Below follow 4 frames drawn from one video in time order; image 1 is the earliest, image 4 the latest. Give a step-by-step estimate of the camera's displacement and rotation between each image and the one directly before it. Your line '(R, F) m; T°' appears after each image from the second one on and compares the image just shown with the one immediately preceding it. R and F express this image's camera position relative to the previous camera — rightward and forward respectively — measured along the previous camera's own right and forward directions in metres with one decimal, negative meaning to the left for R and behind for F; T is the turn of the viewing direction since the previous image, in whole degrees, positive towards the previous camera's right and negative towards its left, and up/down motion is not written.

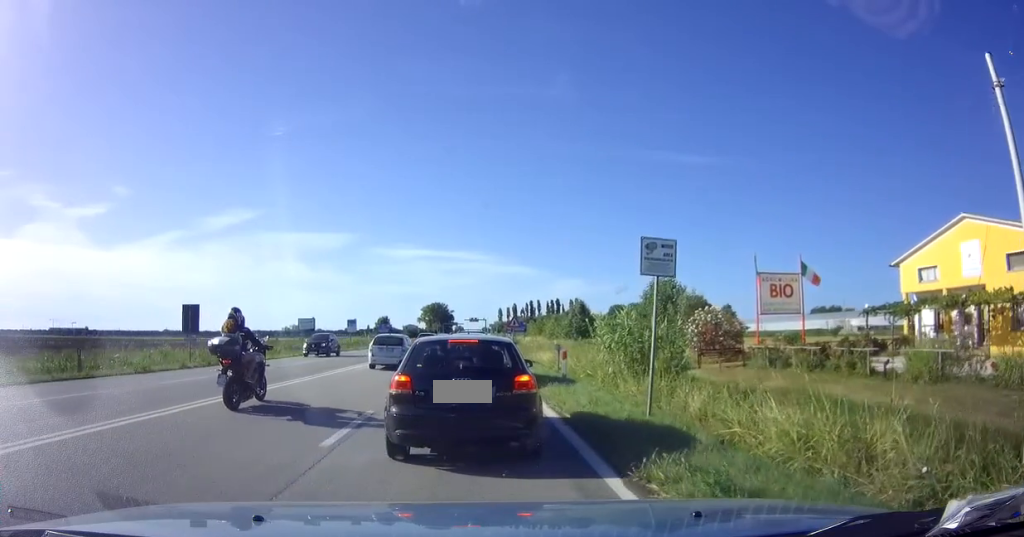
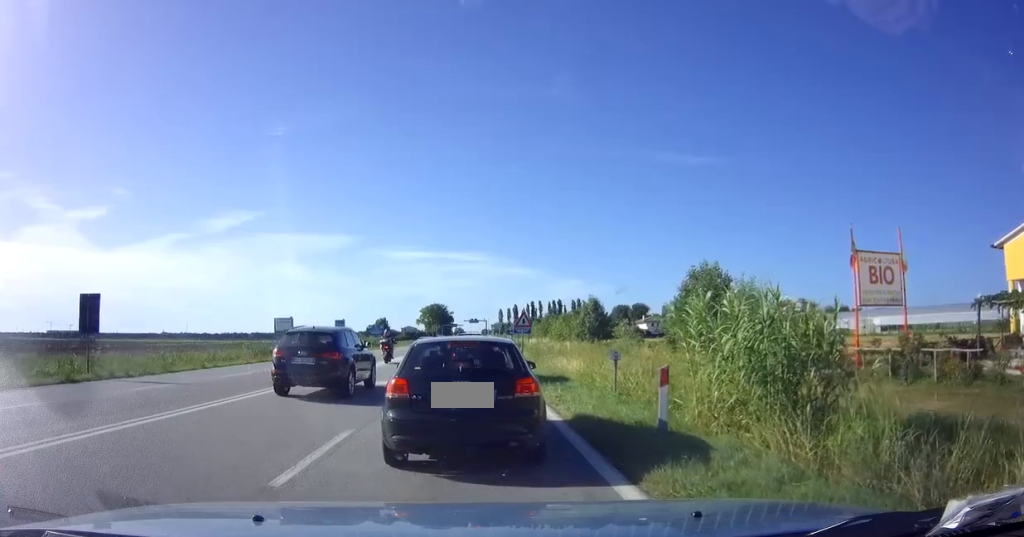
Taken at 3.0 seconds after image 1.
(0.0, +7.9) m; +2°
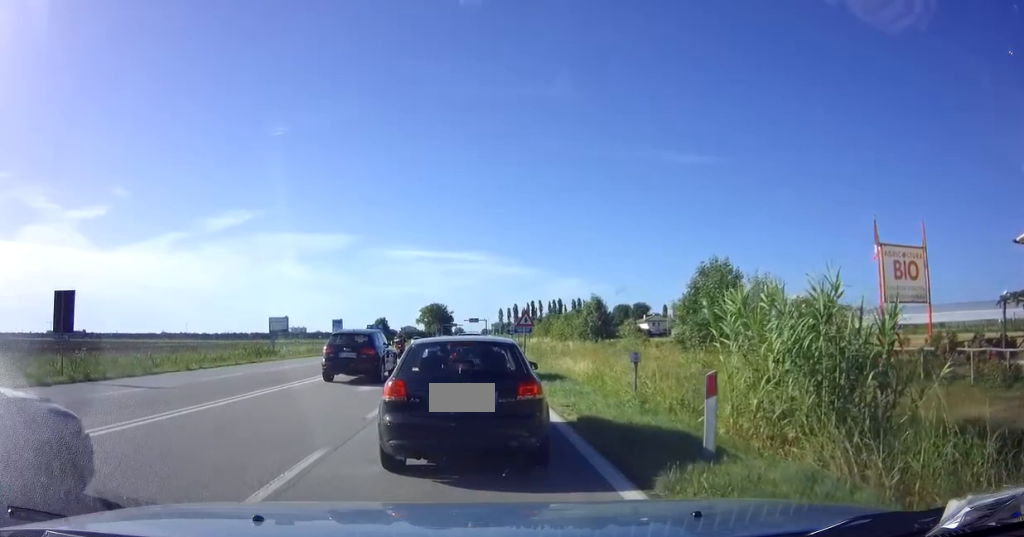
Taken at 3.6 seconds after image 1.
(0.0, +1.5) m; +1°
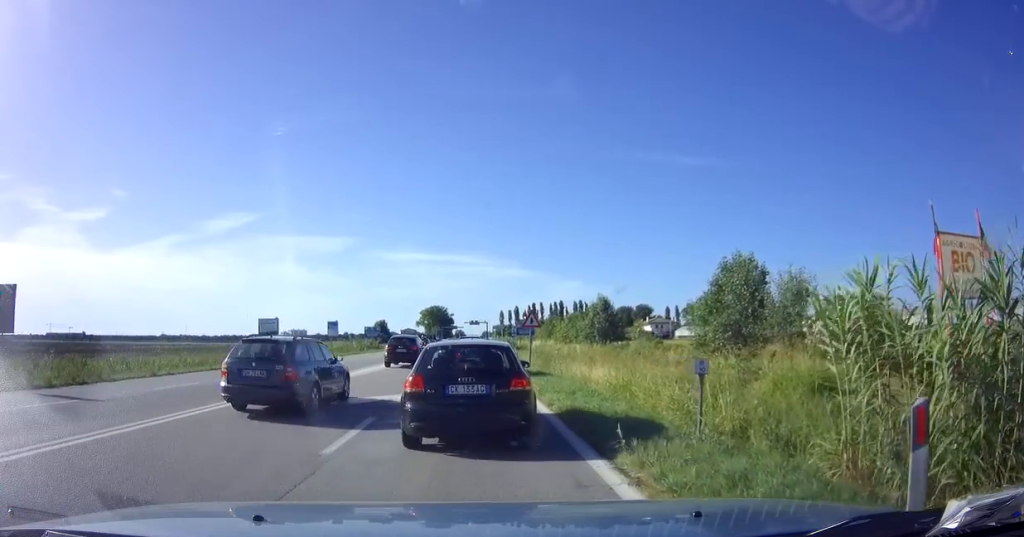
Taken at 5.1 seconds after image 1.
(-0.1, +3.4) m; -2°
